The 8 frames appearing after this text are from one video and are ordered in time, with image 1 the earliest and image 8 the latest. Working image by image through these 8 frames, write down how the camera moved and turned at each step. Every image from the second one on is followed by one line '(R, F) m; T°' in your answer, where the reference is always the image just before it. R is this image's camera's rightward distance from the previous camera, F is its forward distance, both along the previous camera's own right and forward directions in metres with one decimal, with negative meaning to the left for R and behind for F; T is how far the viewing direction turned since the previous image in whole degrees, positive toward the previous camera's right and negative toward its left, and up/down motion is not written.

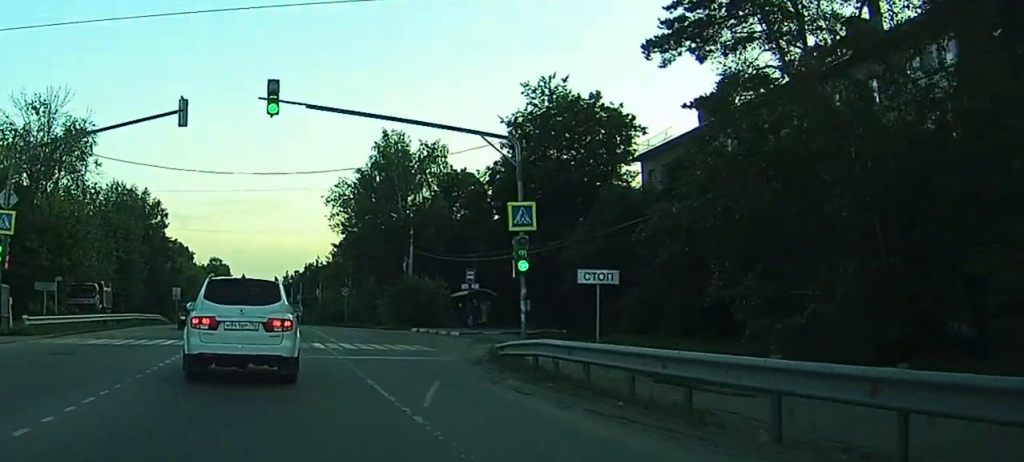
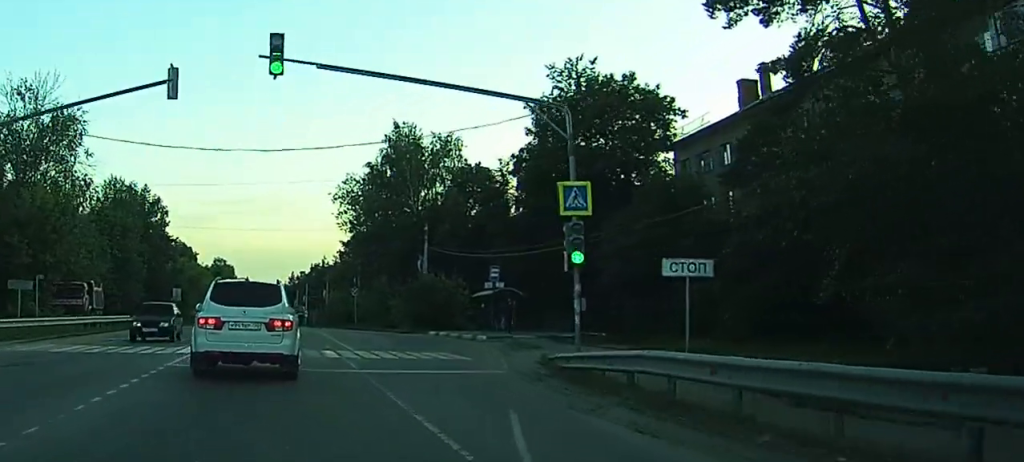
(-0.2, +4.1) m; -3°
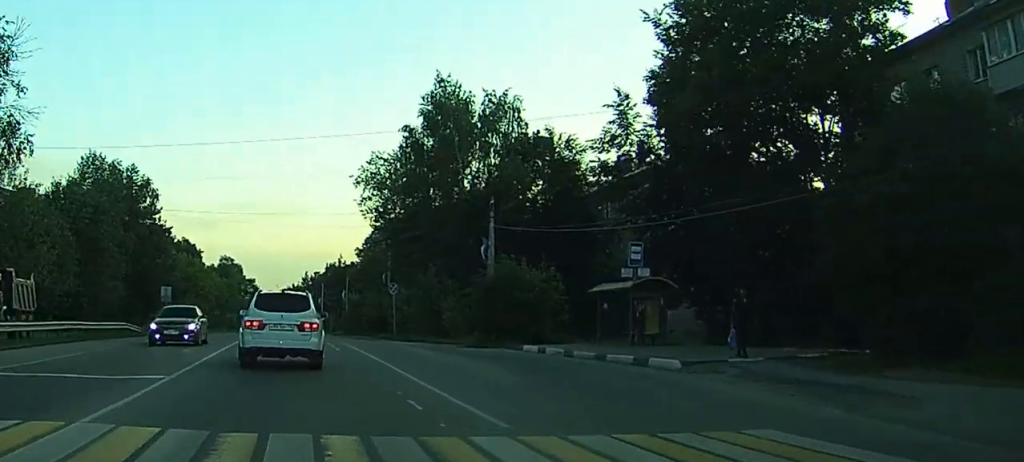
(-0.6, +16.1) m; -3°
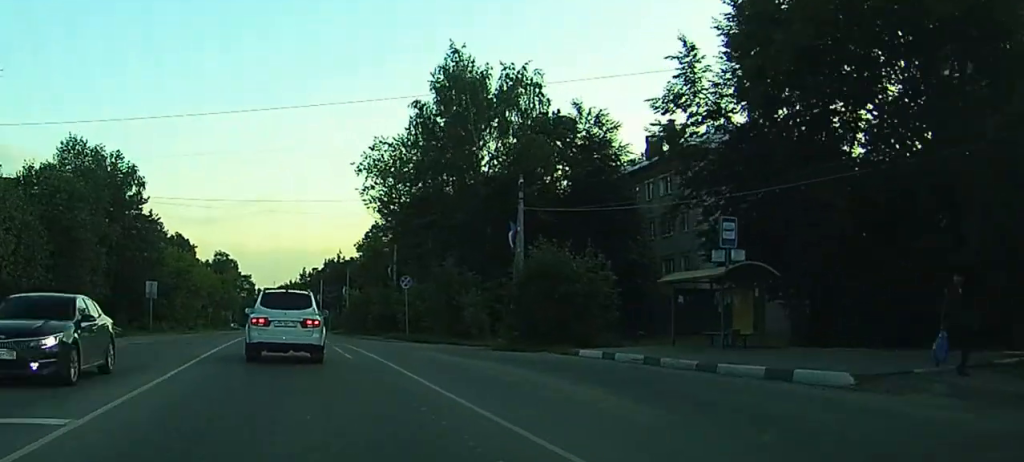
(0.0, +6.4) m; -1°
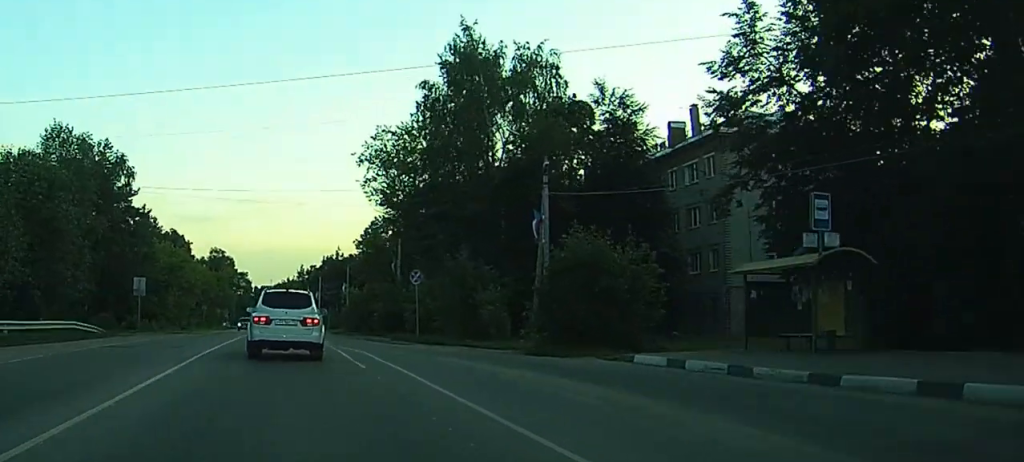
(0.0, +4.5) m; 0°
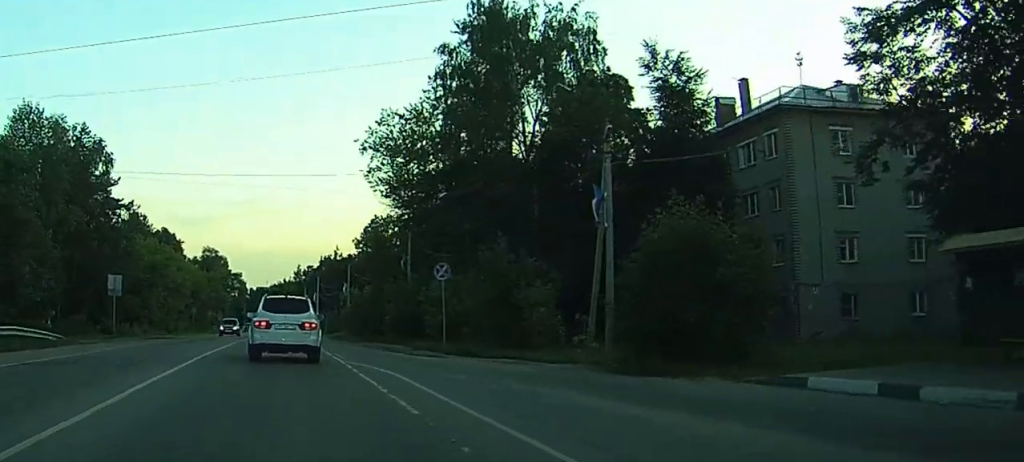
(0.0, +7.8) m; 0°
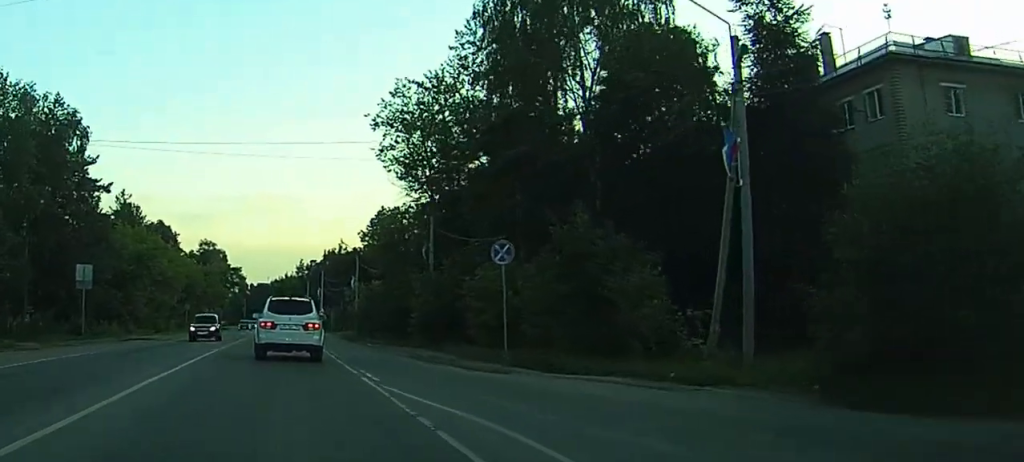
(0.0, +9.2) m; 0°
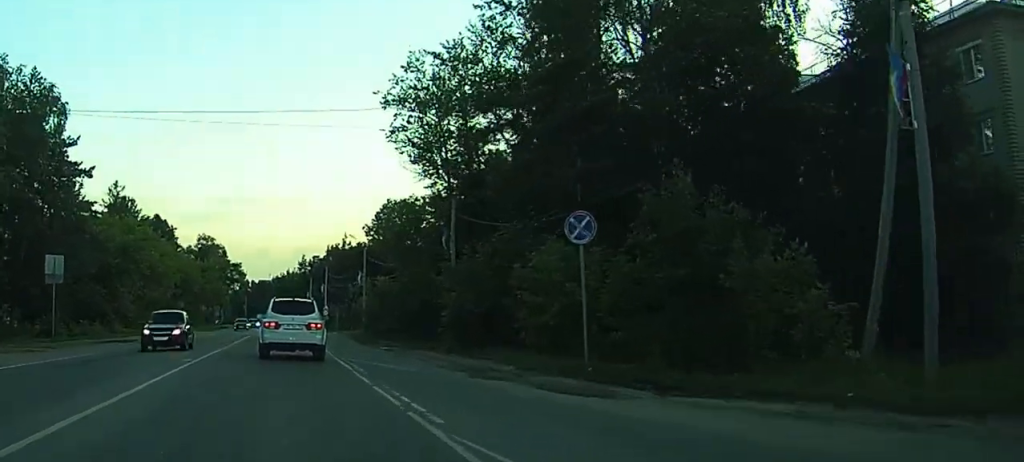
(-0.1, +6.5) m; 0°
